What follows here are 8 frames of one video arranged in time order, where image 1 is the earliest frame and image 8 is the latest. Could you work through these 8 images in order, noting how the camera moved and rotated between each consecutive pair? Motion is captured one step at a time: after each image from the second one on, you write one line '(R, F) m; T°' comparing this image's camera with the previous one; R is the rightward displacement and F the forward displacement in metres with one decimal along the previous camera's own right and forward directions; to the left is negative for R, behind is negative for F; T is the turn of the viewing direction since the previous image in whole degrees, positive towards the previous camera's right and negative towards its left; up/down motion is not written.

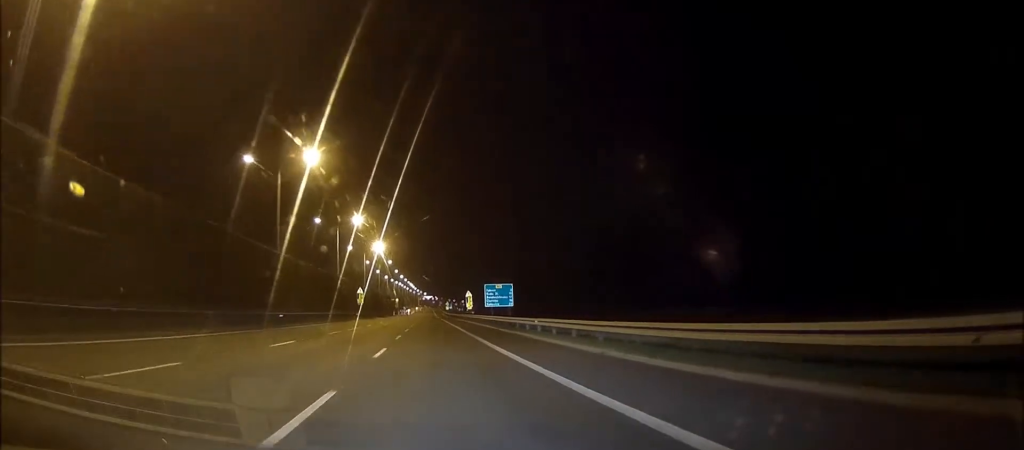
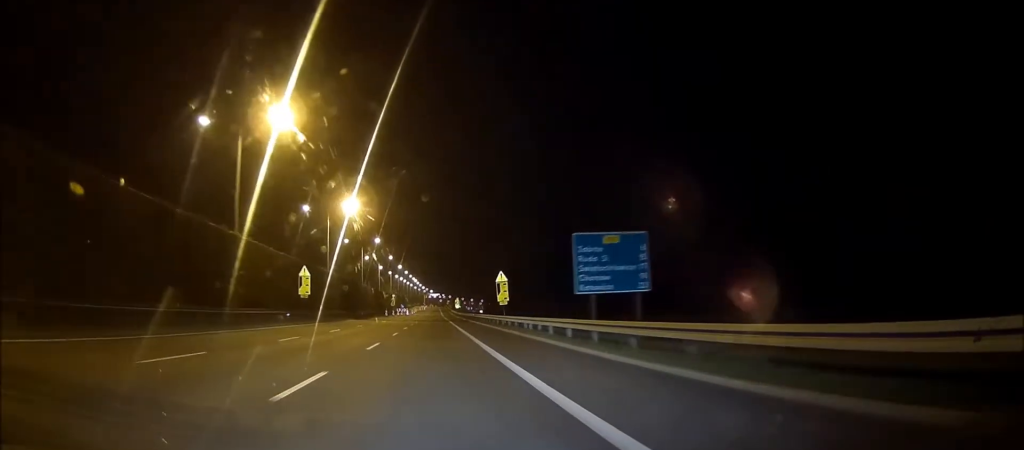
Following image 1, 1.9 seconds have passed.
(-0.1, +44.7) m; 0°
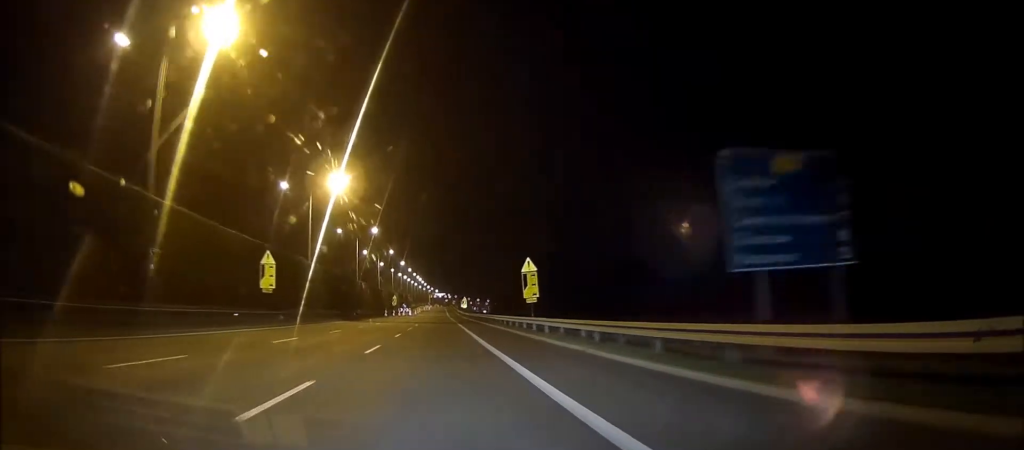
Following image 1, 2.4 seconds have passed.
(0.0, +13.5) m; 0°
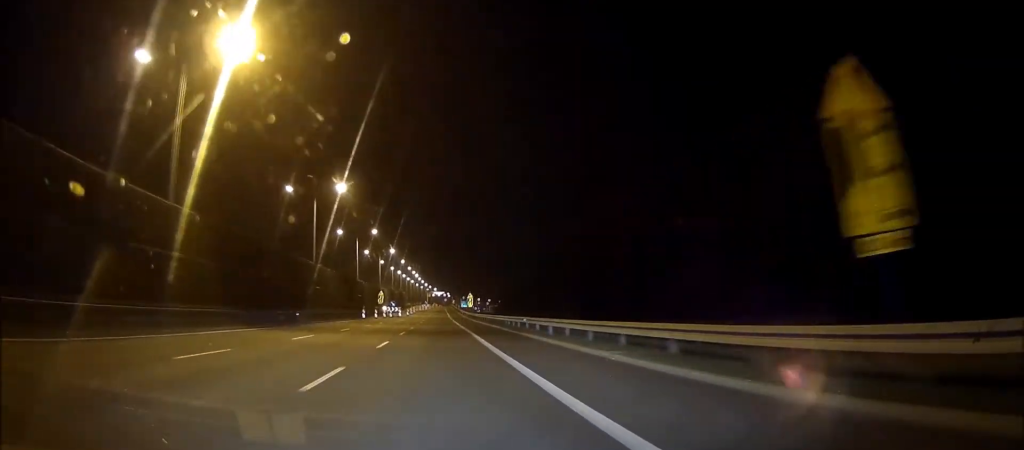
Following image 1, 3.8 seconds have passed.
(0.0, +32.3) m; 0°
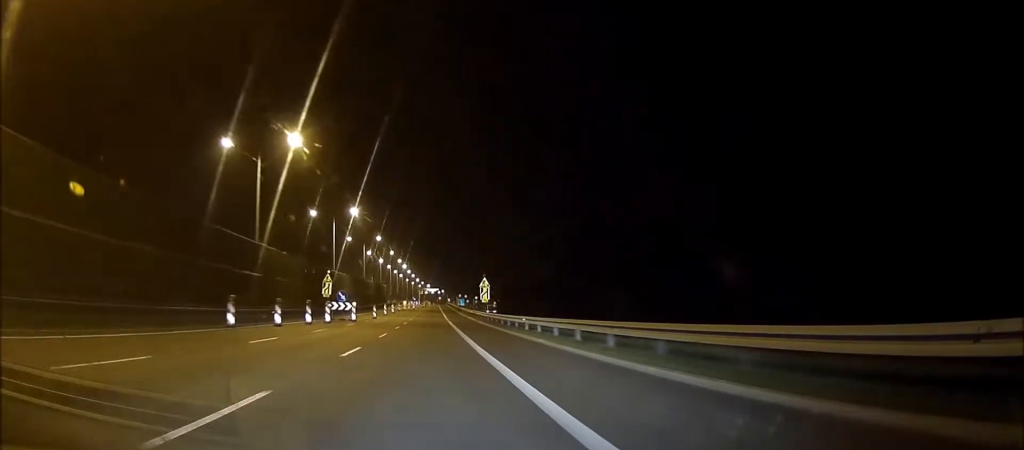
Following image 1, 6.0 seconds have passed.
(+0.1, +51.5) m; 0°
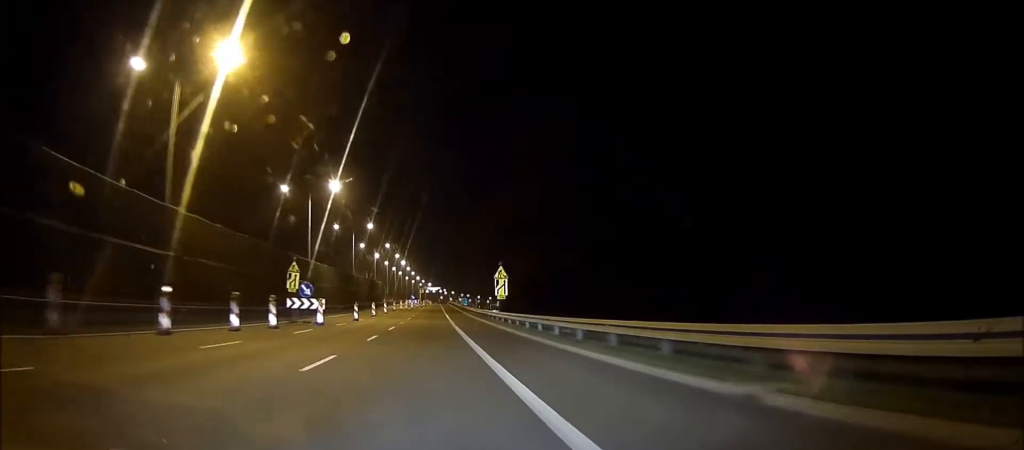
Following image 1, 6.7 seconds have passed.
(-0.1, +15.5) m; 0°
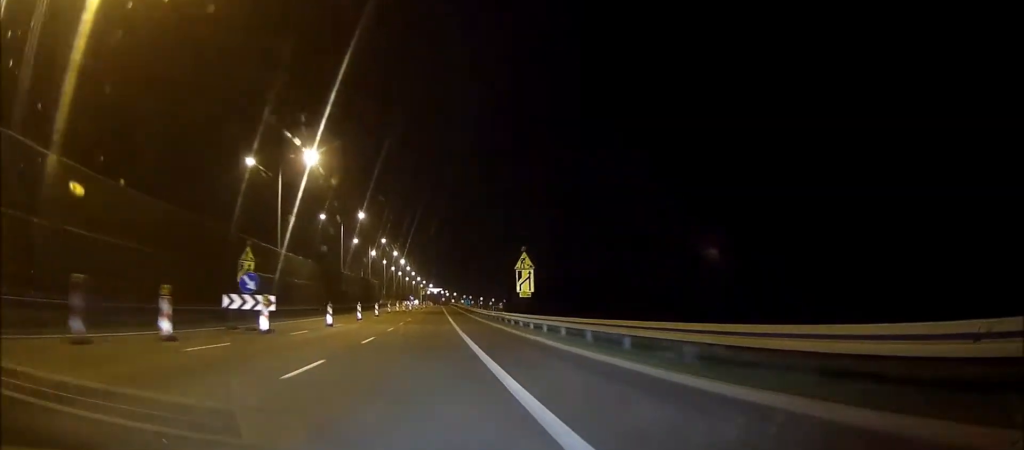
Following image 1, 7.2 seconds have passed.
(-0.1, +13.2) m; 0°
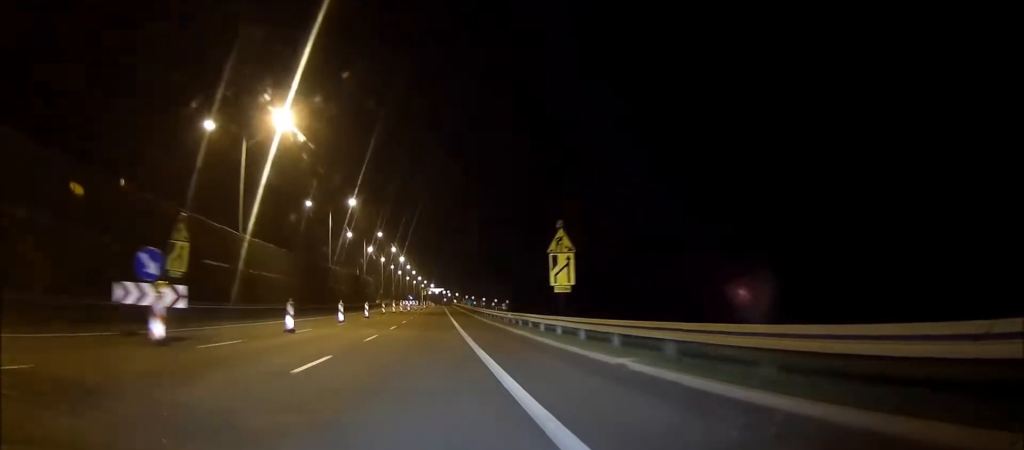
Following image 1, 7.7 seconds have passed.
(+0.1, +10.8) m; 0°
